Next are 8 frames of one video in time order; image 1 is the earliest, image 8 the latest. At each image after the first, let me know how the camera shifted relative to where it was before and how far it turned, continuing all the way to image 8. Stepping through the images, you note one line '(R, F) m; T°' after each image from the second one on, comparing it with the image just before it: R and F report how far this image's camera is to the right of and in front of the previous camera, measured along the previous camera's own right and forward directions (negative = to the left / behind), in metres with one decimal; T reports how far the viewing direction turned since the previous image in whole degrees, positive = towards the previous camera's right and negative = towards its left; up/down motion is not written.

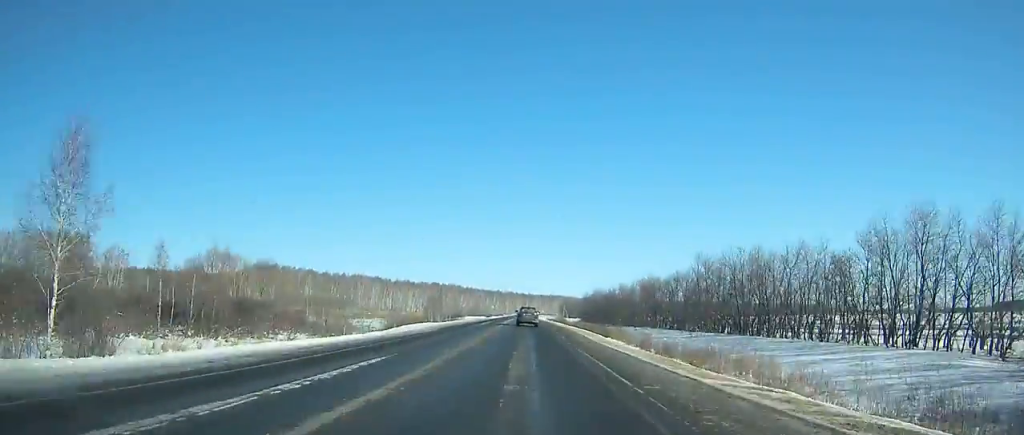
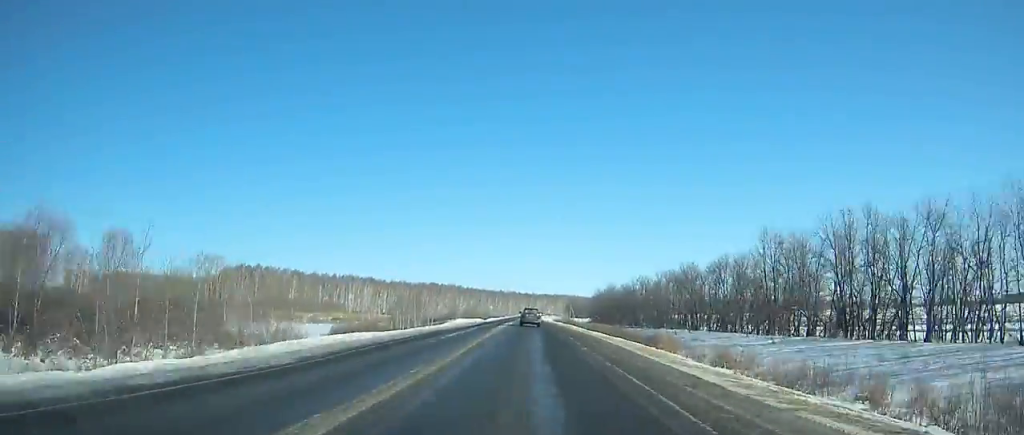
(-0.6, +26.7) m; -1°
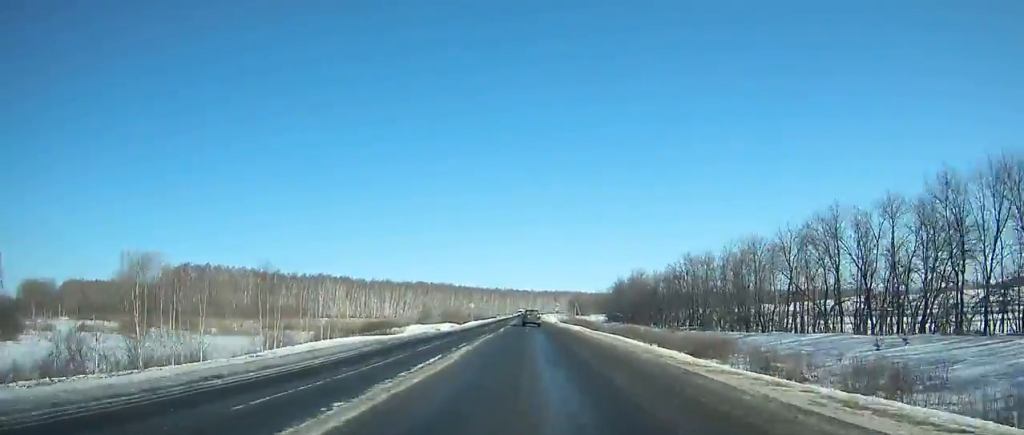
(-0.7, +45.7) m; 0°
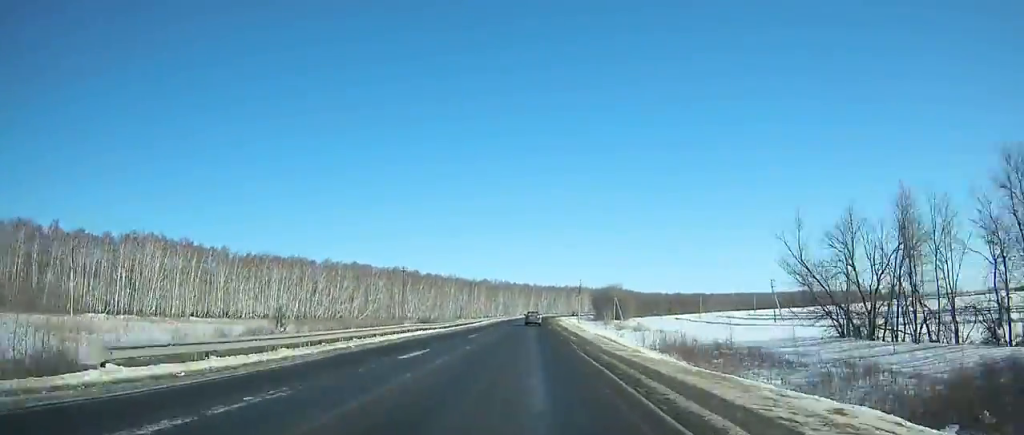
(+0.7, +138.7) m; +1°
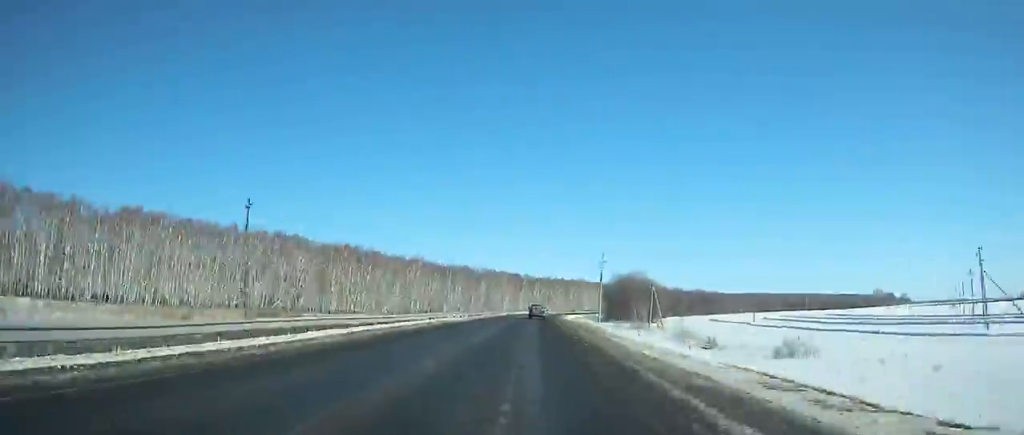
(+0.7, +62.9) m; +1°
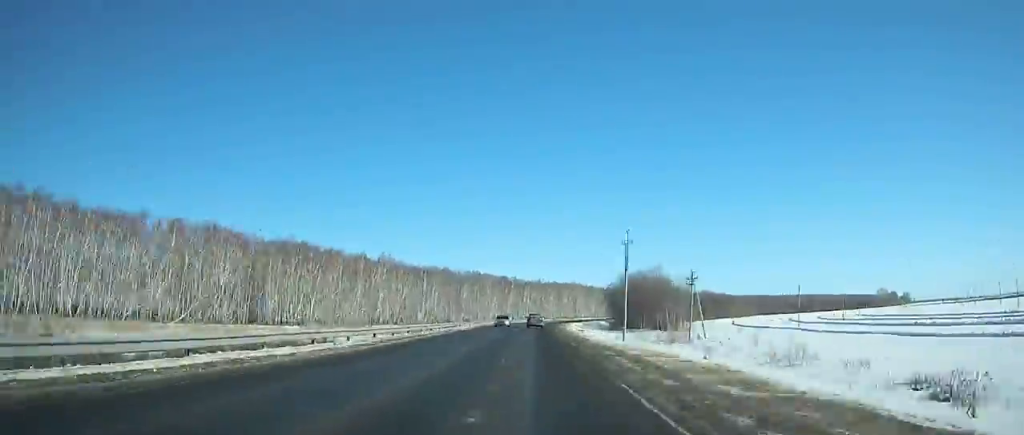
(+0.3, +32.9) m; +1°
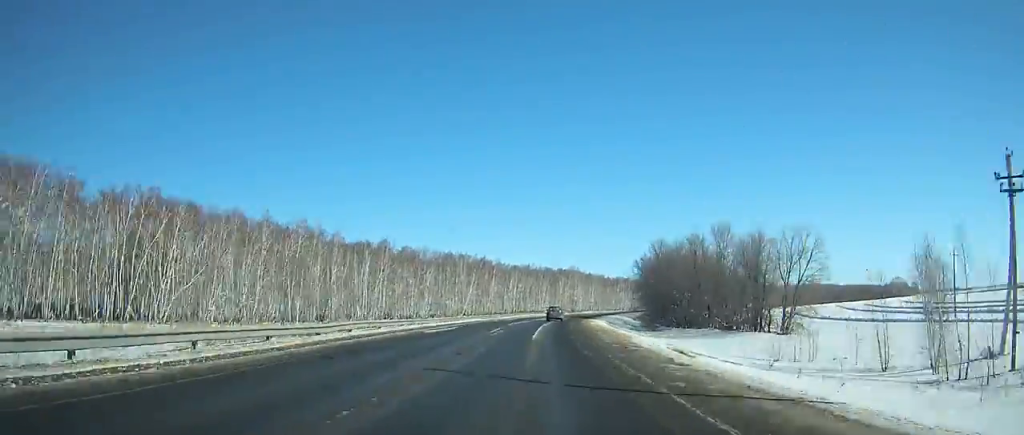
(+0.7, +55.6) m; +3°
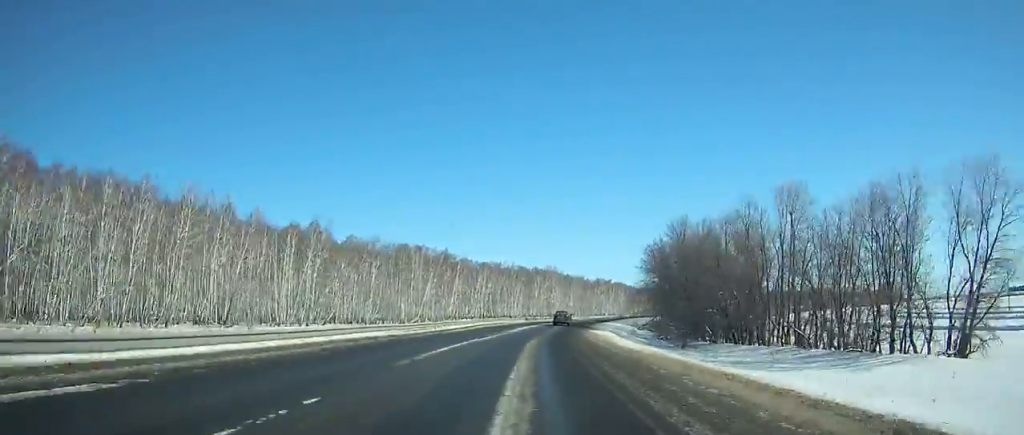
(-0.5, +31.0) m; +2°
